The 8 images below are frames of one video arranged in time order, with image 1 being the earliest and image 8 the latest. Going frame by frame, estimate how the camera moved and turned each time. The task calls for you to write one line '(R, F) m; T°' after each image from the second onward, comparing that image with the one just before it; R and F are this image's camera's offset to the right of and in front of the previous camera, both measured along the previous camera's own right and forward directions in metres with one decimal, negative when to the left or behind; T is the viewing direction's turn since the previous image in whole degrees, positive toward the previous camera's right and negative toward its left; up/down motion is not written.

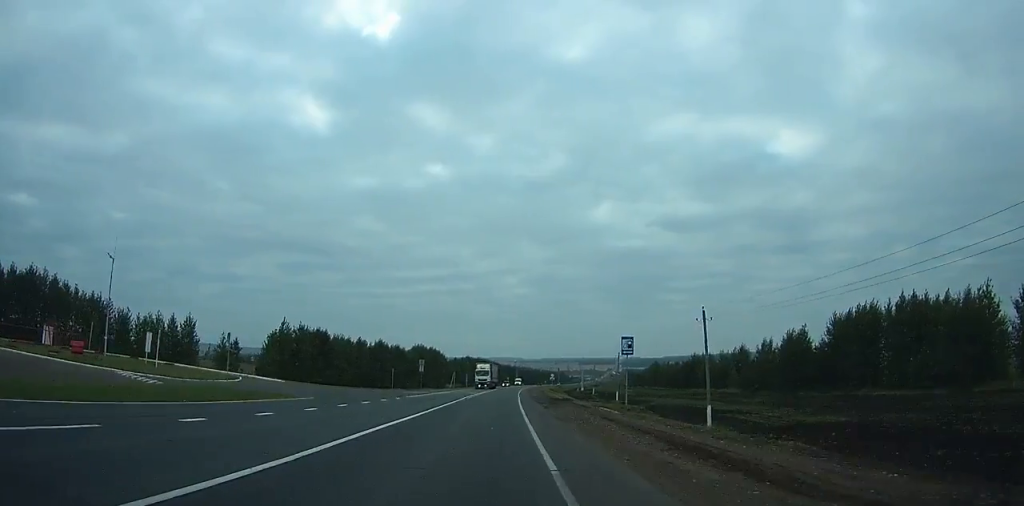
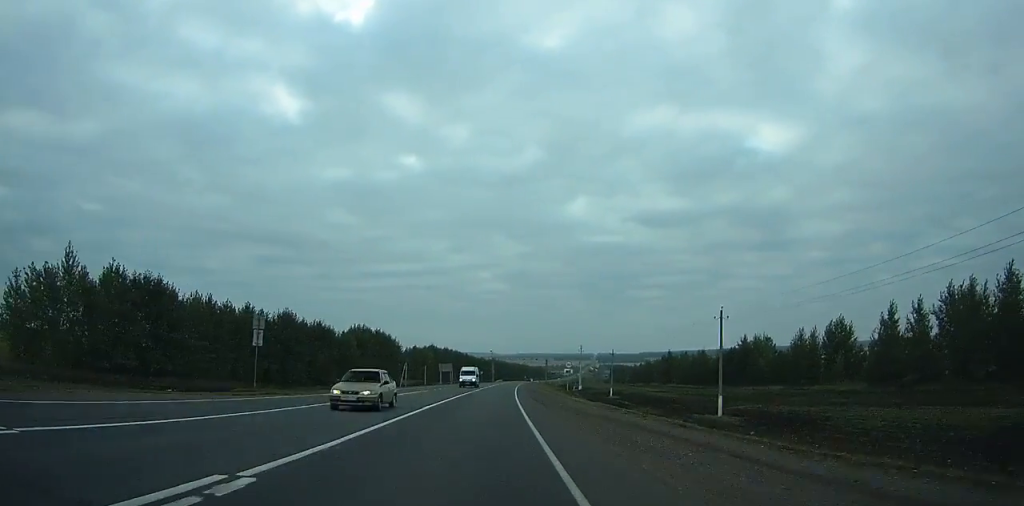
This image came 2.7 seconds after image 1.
(+1.8, +61.7) m; +3°
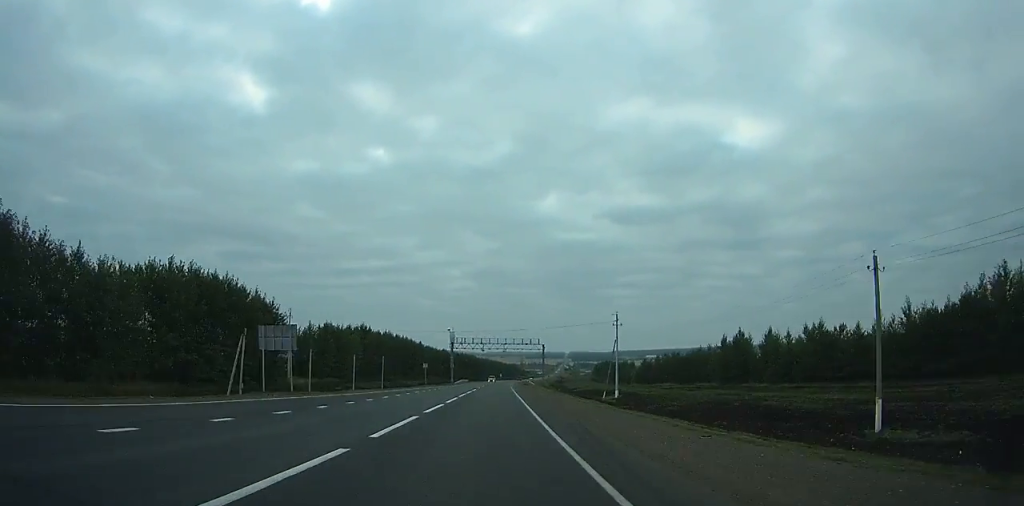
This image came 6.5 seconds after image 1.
(+2.6, +88.7) m; +3°
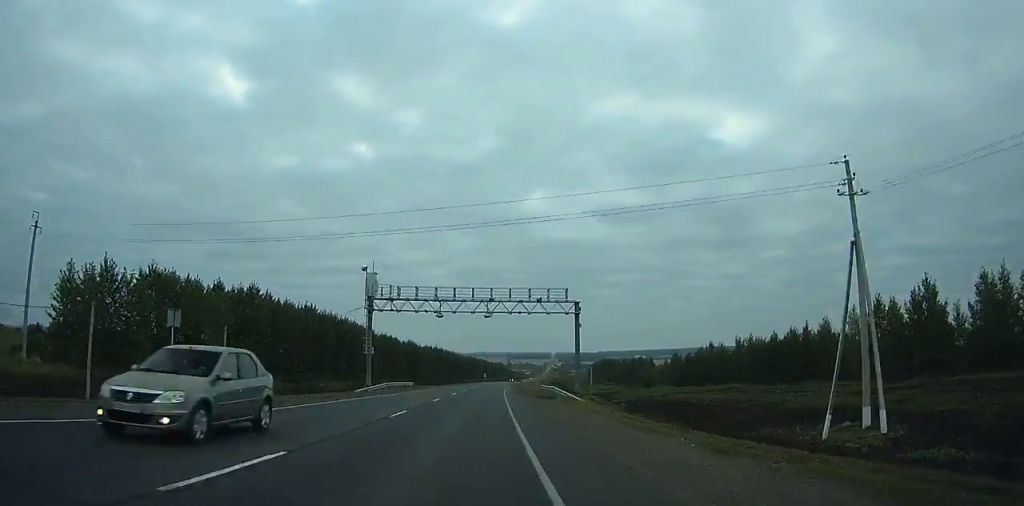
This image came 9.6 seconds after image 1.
(+1.2, +73.3) m; +1°
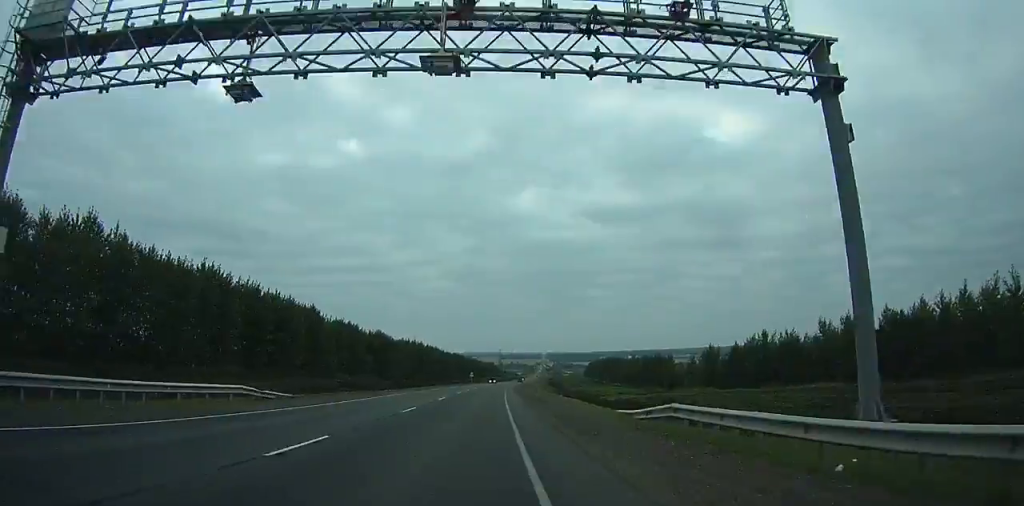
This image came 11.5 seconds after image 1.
(+0.3, +45.1) m; 0°
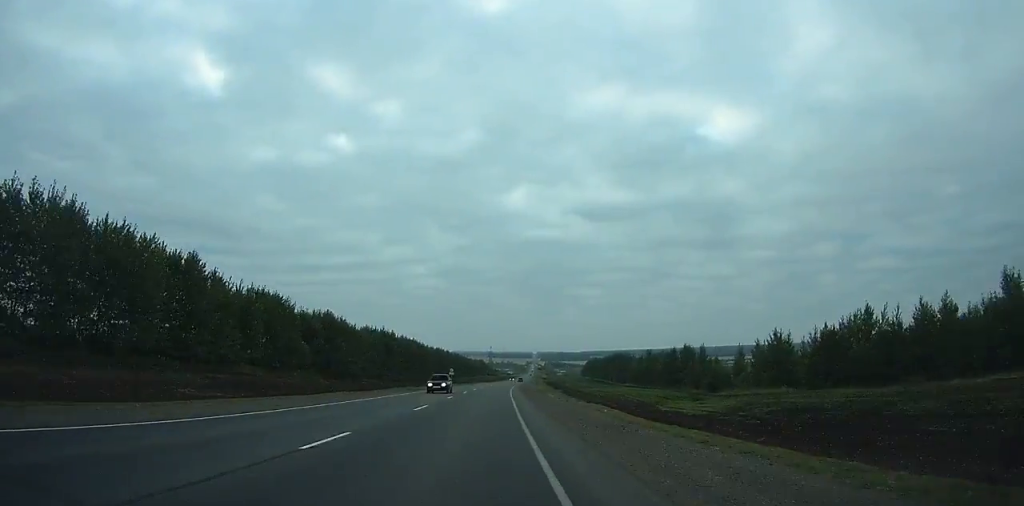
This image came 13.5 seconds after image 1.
(-0.2, +47.6) m; +1°
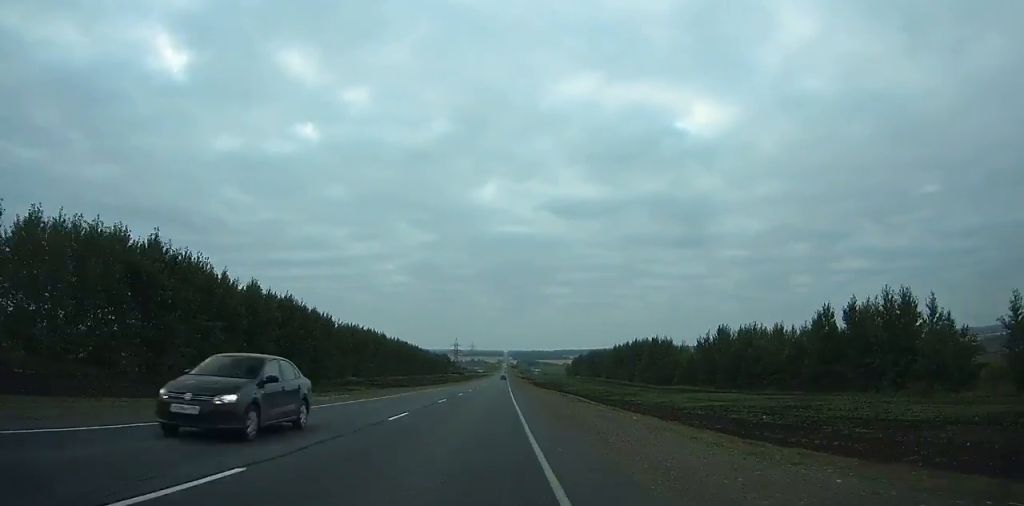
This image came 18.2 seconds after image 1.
(+5.6, +111.6) m; +5°
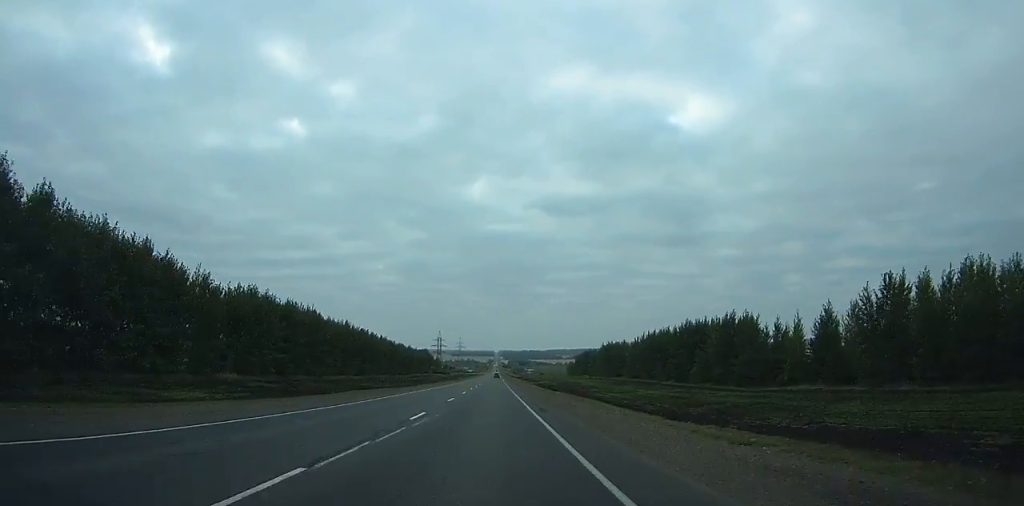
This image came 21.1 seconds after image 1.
(-0.7, +70.3) m; 0°
